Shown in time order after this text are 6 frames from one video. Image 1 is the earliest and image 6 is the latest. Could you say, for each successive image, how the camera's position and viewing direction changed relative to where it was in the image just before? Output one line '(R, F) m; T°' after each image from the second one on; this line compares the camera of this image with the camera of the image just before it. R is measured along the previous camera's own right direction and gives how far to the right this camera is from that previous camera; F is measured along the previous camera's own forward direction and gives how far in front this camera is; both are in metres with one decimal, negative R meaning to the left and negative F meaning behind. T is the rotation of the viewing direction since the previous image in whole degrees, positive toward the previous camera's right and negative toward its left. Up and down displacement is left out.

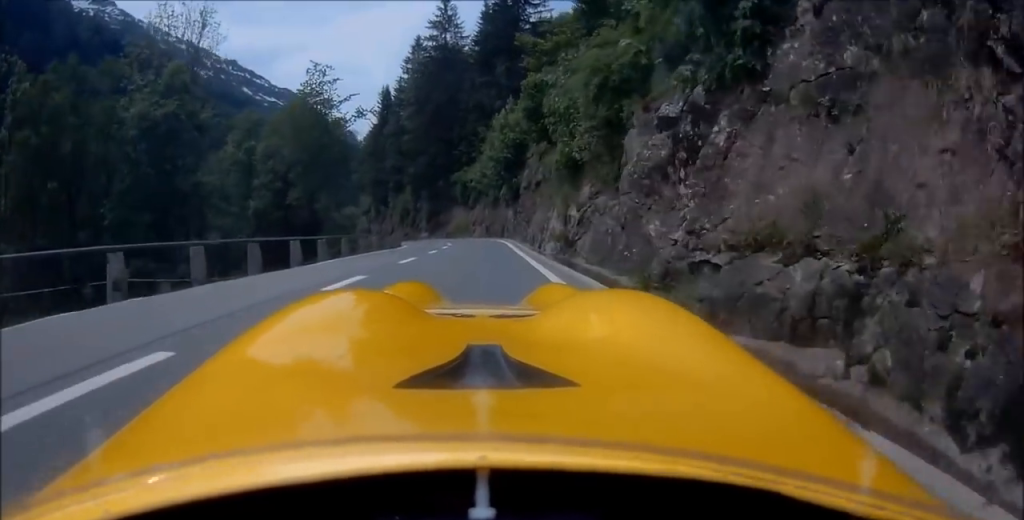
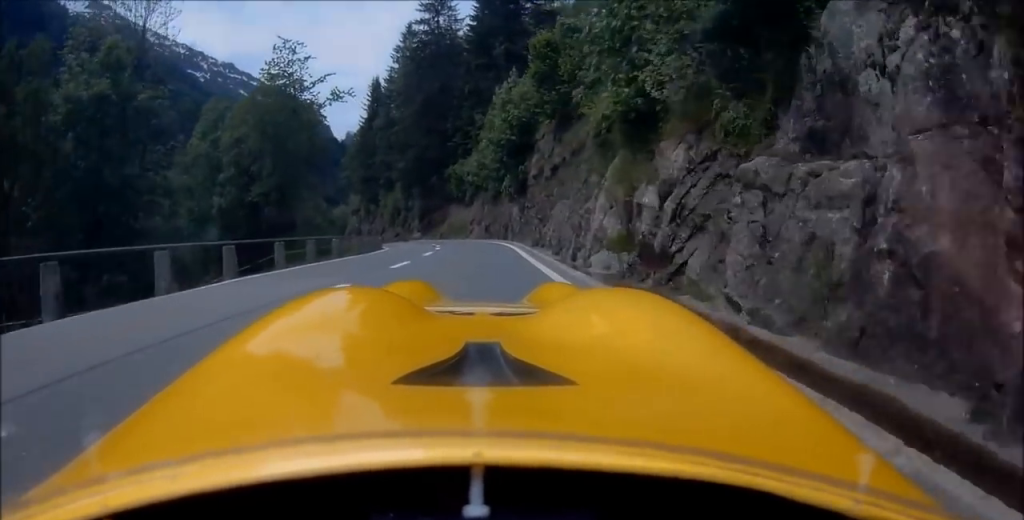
(-0.1, +7.2) m; -2°
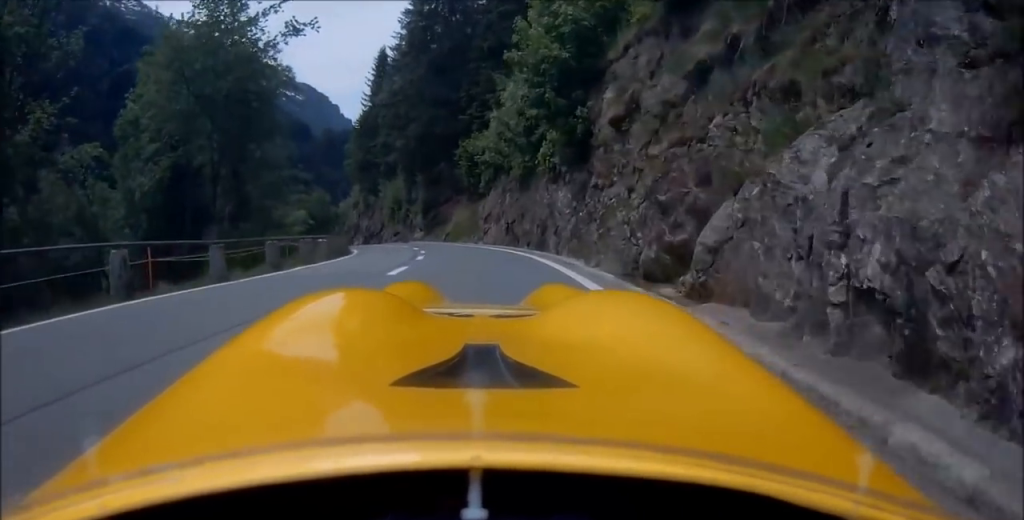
(-0.1, +13.5) m; -5°
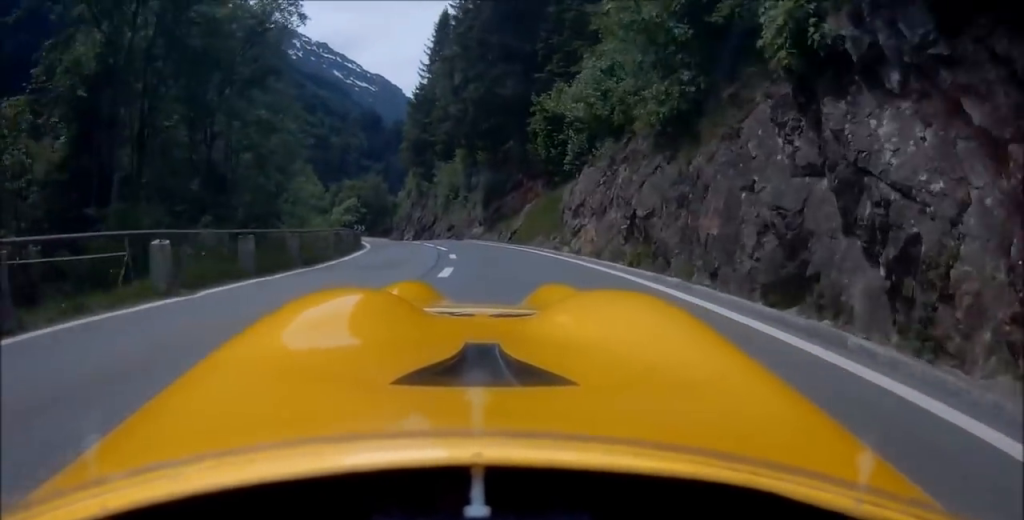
(-1.0, +12.2) m; -3°
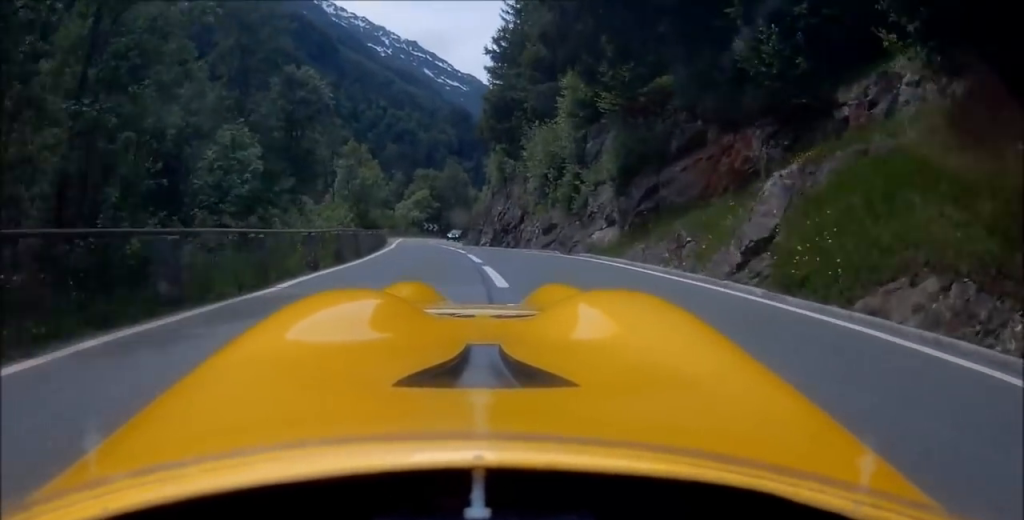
(-0.5, +19.3) m; -4°
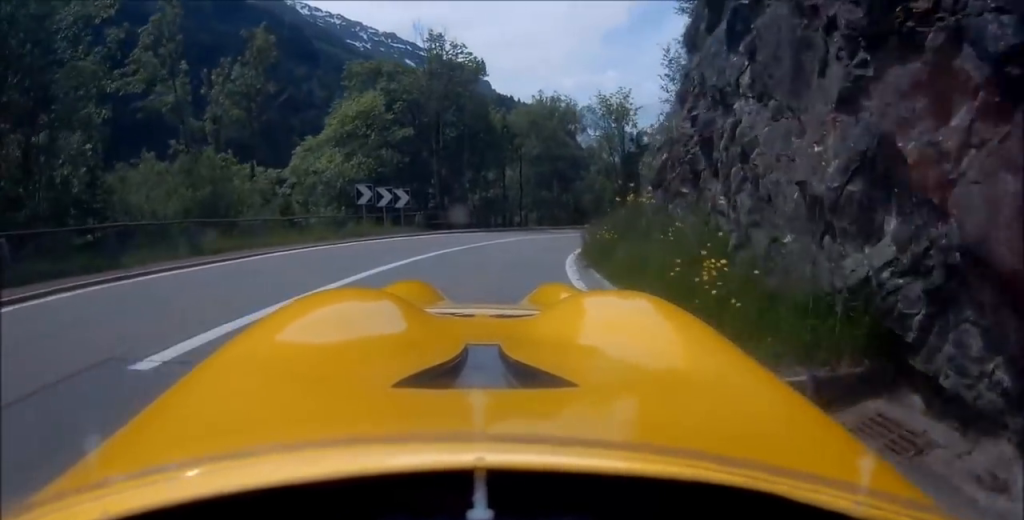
(-1.0, +56.8) m; +7°
